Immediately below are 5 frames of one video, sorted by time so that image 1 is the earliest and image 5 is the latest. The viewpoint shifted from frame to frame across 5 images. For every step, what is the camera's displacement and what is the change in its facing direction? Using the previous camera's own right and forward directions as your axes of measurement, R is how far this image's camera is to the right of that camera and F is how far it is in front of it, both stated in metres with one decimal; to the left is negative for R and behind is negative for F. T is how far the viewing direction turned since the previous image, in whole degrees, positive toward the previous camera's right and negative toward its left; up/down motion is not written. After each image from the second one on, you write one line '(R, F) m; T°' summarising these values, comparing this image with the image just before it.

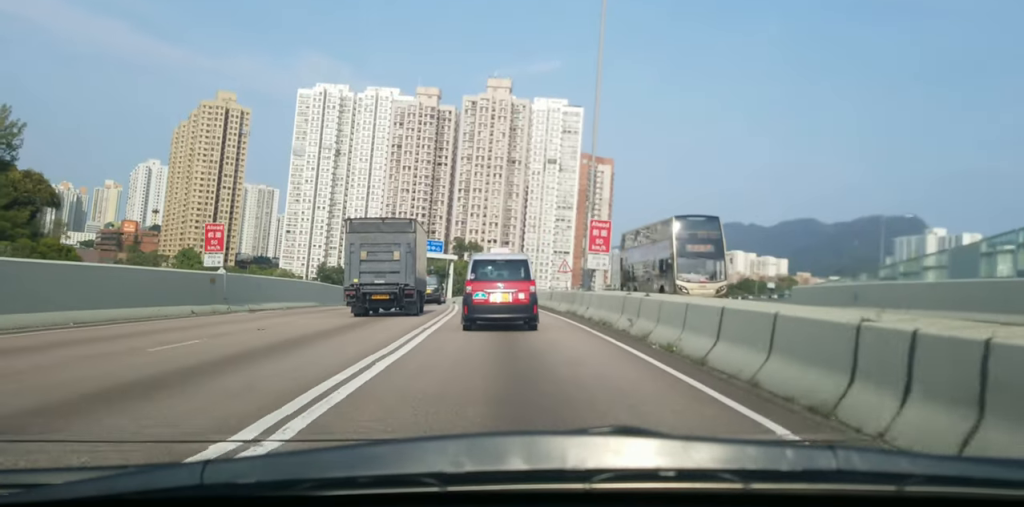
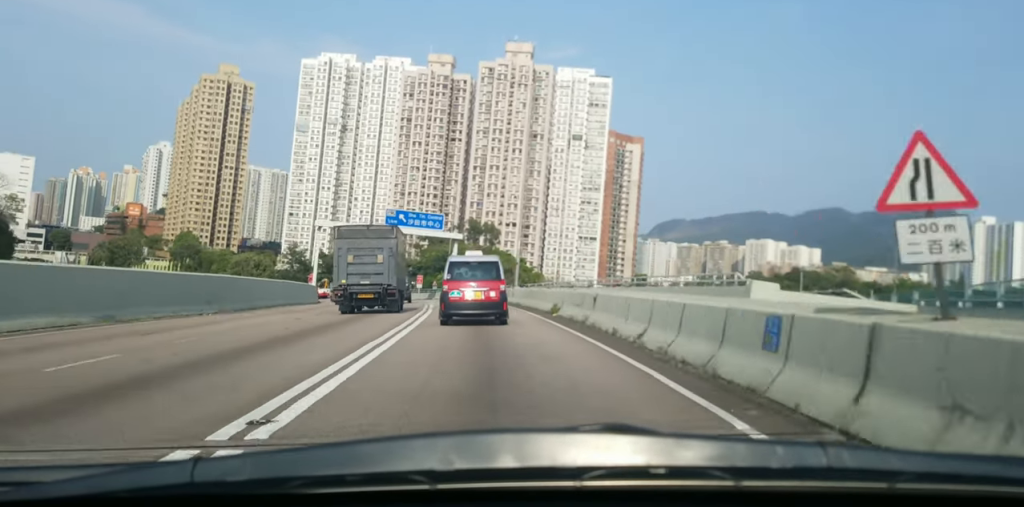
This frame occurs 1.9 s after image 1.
(-0.6, +30.2) m; -3°
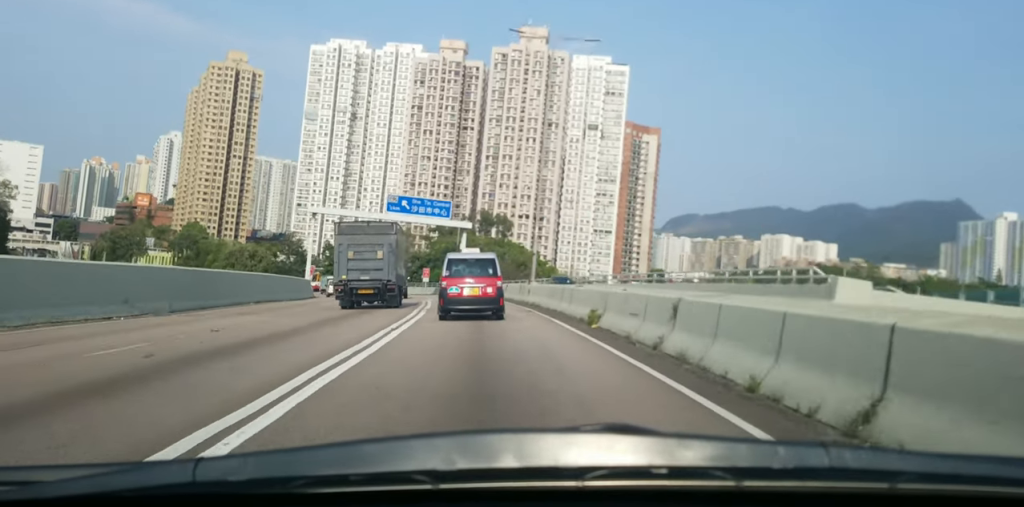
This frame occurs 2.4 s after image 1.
(-0.3, +8.5) m; -1°
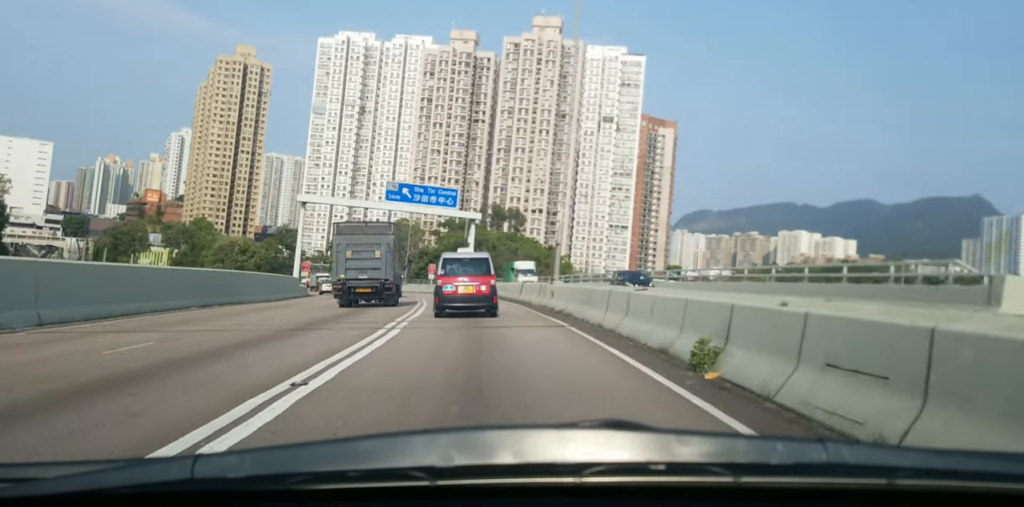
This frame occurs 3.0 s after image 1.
(+0.1, +8.7) m; -1°
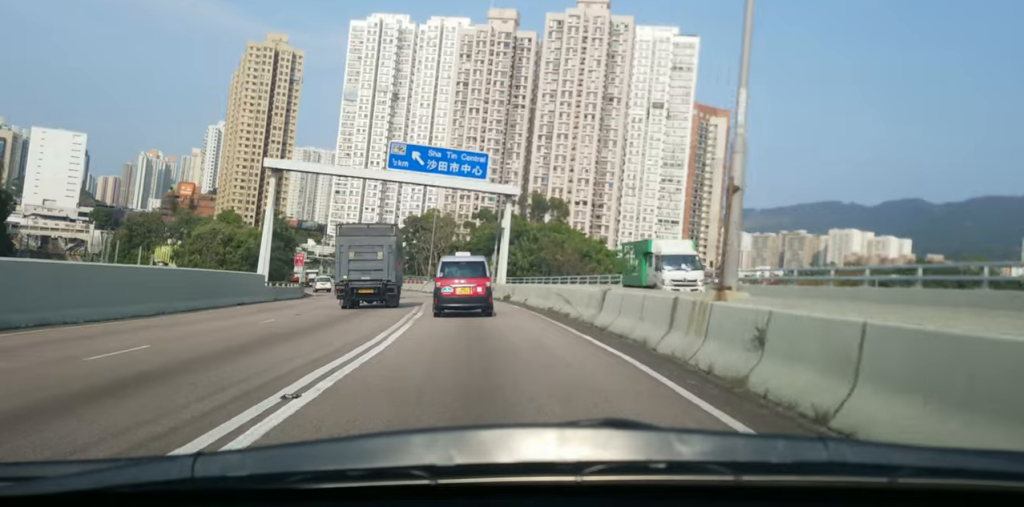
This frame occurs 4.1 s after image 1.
(-0.2, +19.7) m; -3°
